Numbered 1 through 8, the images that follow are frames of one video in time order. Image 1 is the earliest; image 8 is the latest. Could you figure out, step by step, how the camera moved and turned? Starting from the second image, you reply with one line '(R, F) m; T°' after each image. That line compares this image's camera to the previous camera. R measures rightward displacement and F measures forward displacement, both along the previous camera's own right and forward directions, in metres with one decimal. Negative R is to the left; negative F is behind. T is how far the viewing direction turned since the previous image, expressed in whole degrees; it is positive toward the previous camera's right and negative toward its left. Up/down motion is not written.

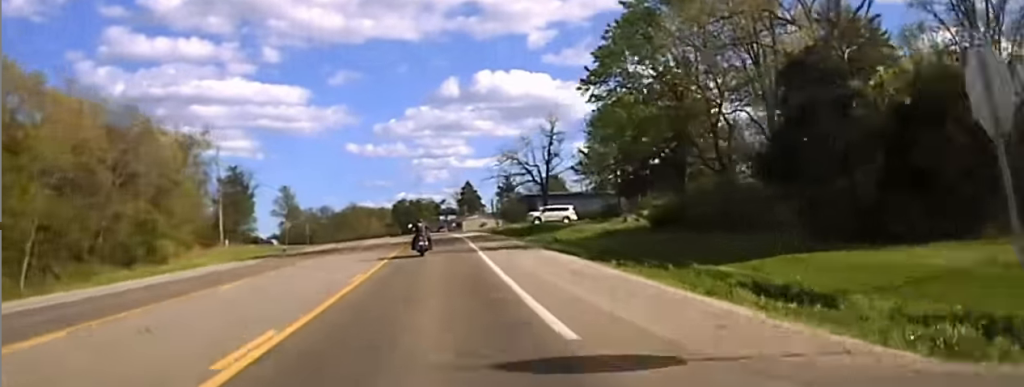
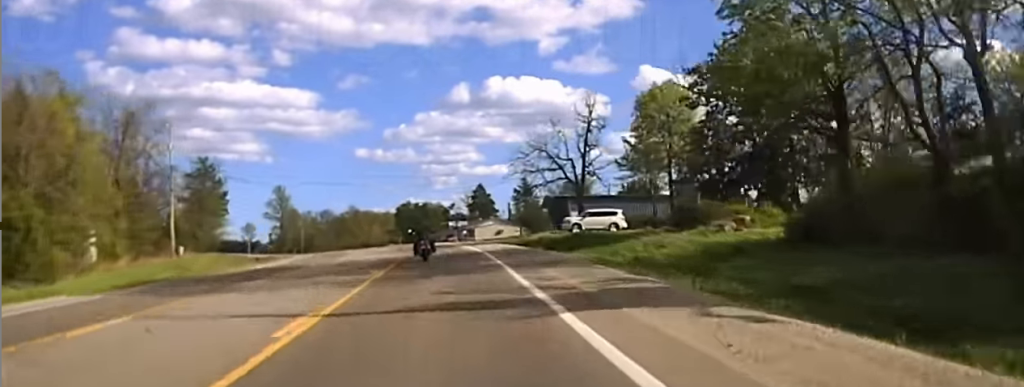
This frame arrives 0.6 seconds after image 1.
(+0.6, +27.5) m; -2°
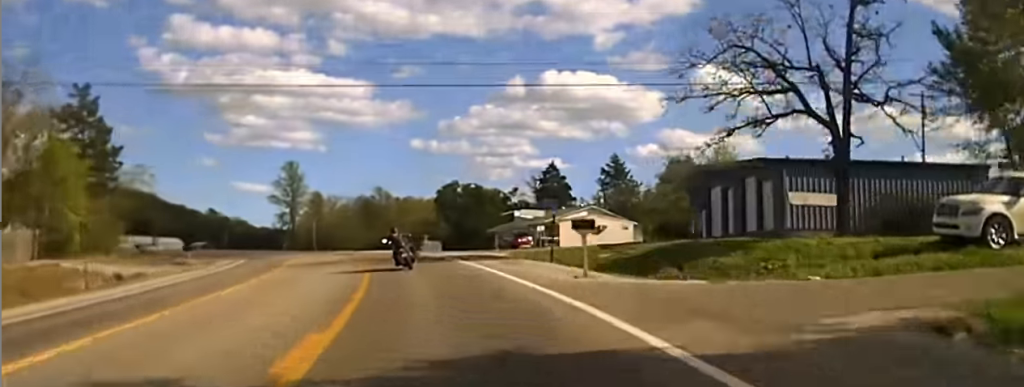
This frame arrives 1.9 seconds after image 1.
(-4.4, +57.4) m; -6°
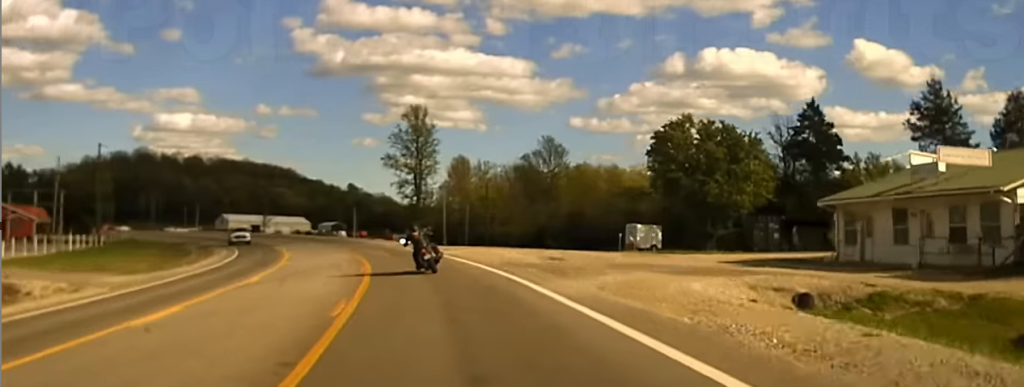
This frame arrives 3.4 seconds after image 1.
(-1.6, +60.9) m; -1°
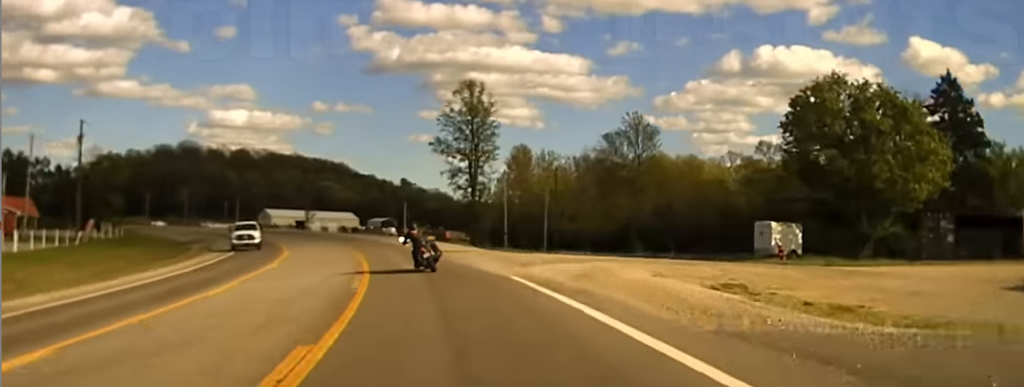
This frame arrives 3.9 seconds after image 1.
(0.0, +19.2) m; -3°
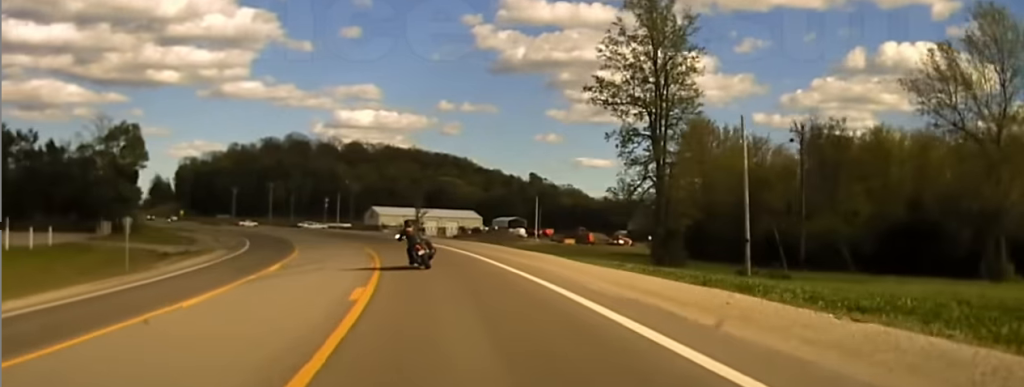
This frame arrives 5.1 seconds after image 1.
(-3.4, +37.7) m; -13°
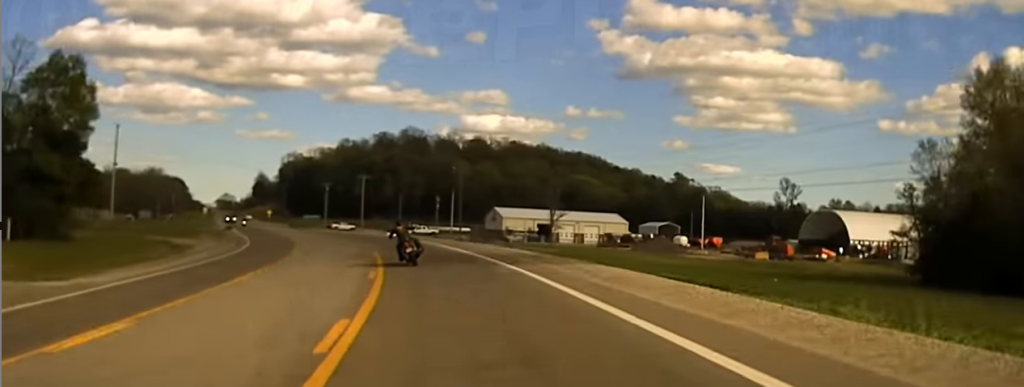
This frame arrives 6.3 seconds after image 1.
(-4.0, +36.1) m; -7°
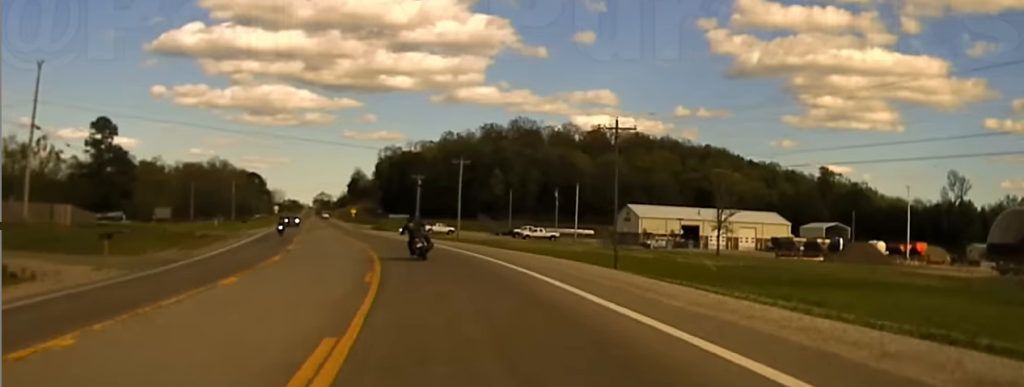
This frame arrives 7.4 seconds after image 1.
(-0.1, +30.0) m; -1°
